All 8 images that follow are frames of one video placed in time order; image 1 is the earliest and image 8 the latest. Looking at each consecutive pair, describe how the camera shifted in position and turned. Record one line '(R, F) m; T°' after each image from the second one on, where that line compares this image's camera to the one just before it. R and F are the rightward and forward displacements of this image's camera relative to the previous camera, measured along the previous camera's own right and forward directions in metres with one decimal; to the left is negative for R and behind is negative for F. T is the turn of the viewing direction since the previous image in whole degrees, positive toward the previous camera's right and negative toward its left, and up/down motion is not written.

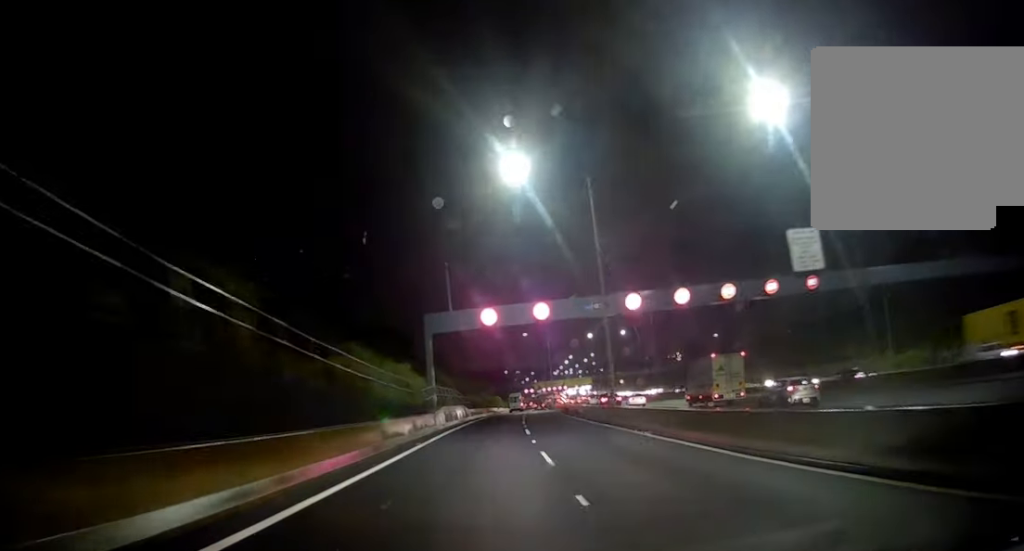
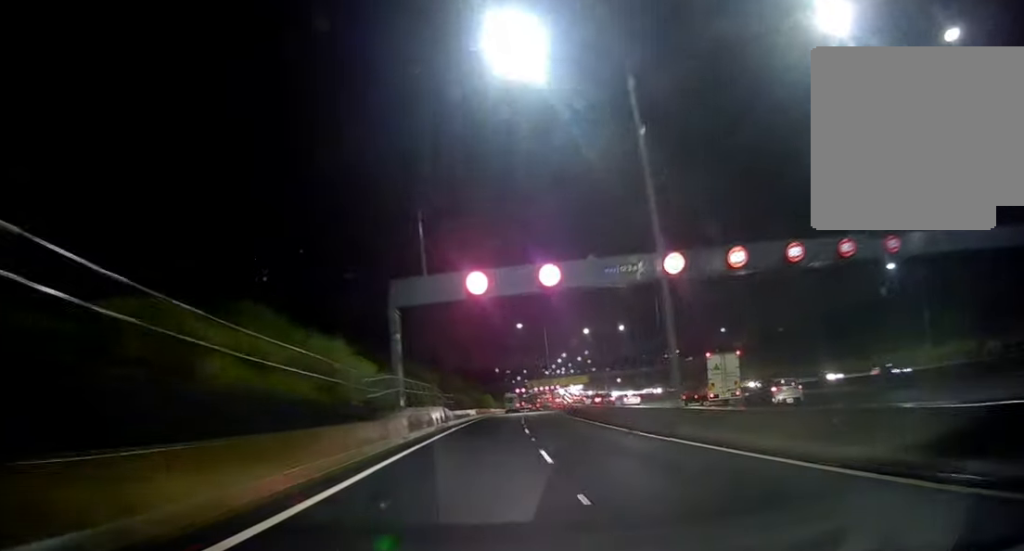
(-0.2, +11.4) m; +1°
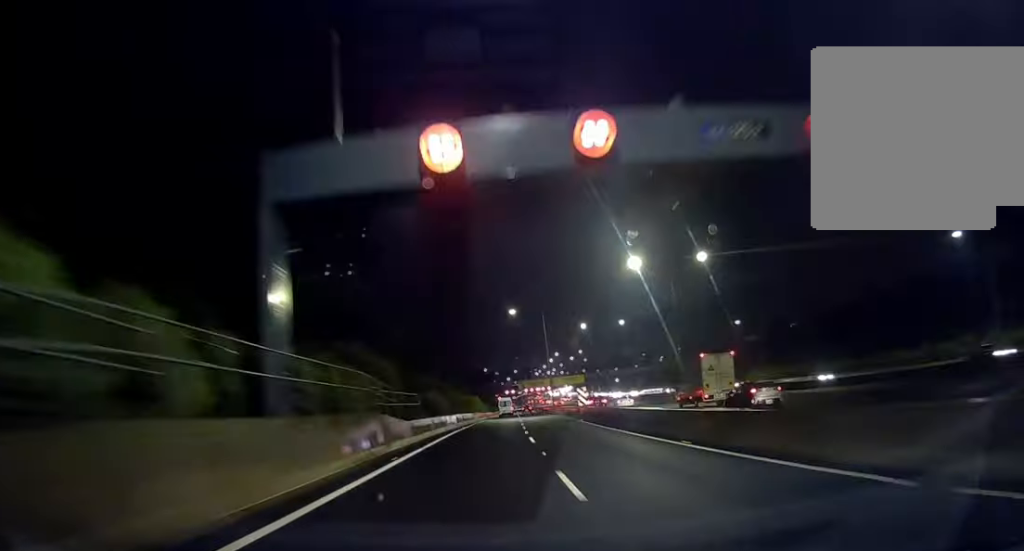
(+0.6, +16.8) m; +2°
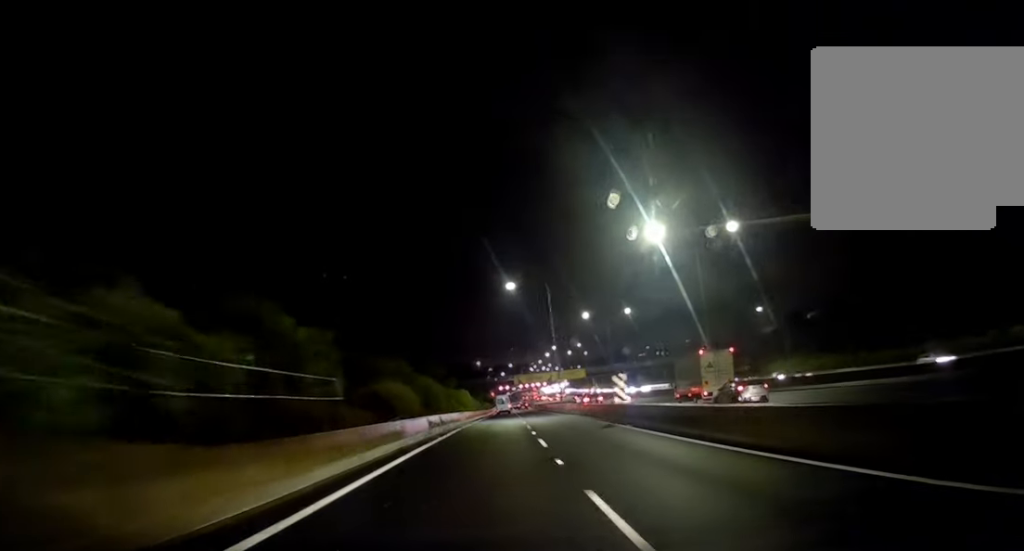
(+0.2, +14.7) m; +1°
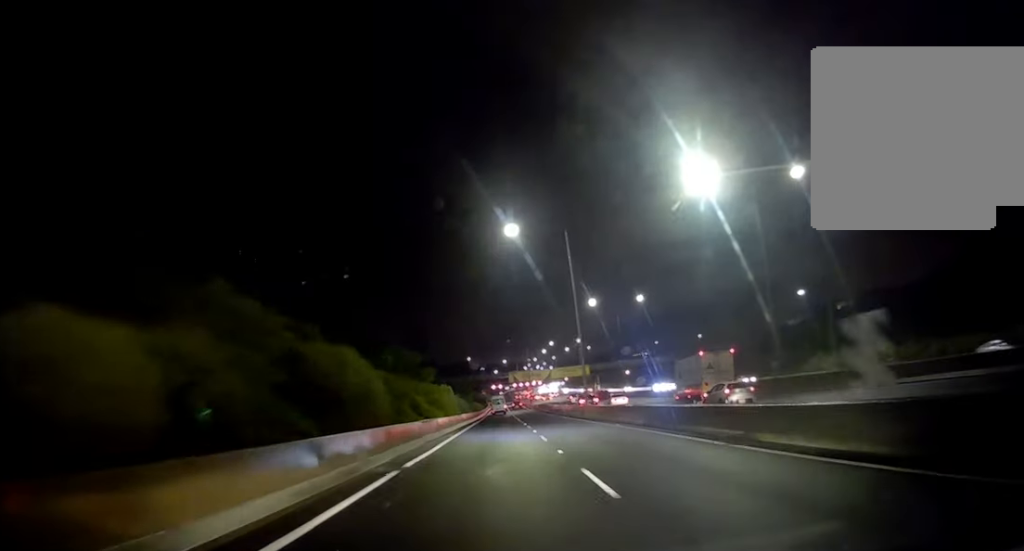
(+0.1, +20.2) m; +2°
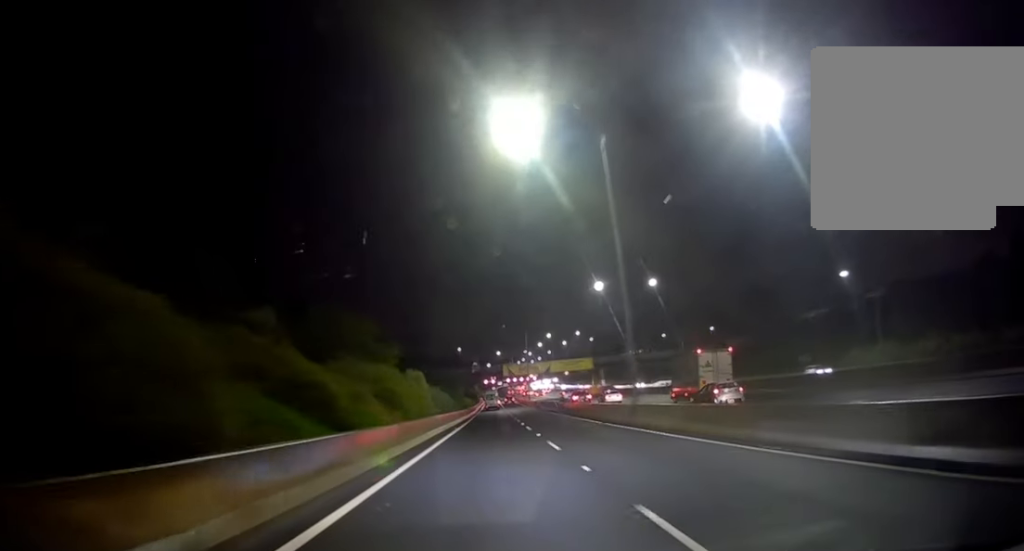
(+0.6, +15.6) m; 0°
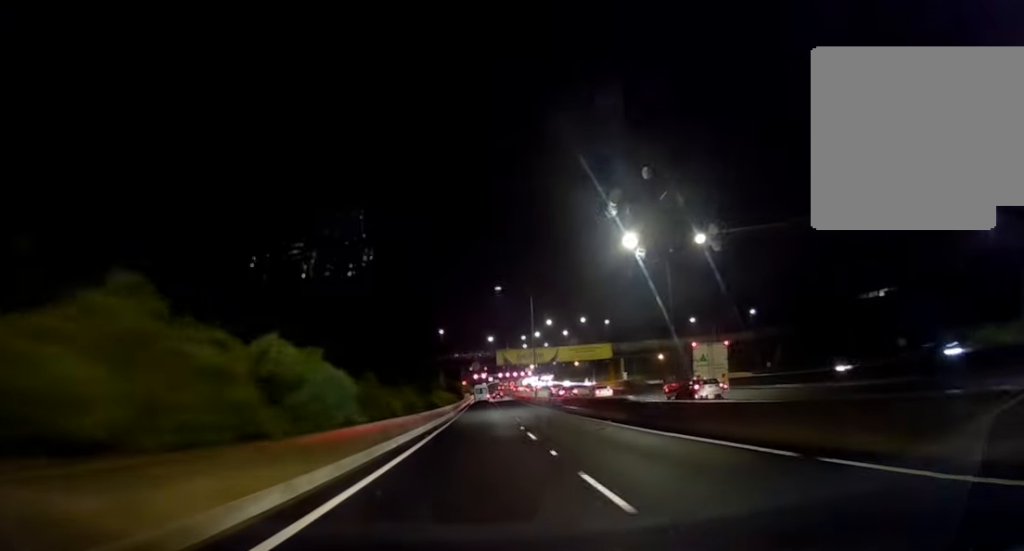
(-0.6, +32.2) m; 0°
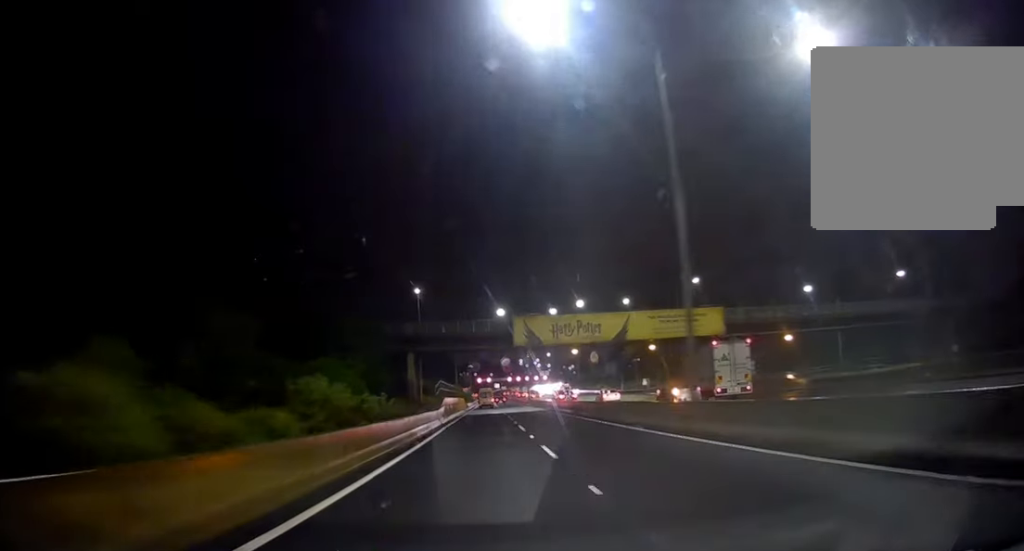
(+1.6, +53.1) m; +2°
